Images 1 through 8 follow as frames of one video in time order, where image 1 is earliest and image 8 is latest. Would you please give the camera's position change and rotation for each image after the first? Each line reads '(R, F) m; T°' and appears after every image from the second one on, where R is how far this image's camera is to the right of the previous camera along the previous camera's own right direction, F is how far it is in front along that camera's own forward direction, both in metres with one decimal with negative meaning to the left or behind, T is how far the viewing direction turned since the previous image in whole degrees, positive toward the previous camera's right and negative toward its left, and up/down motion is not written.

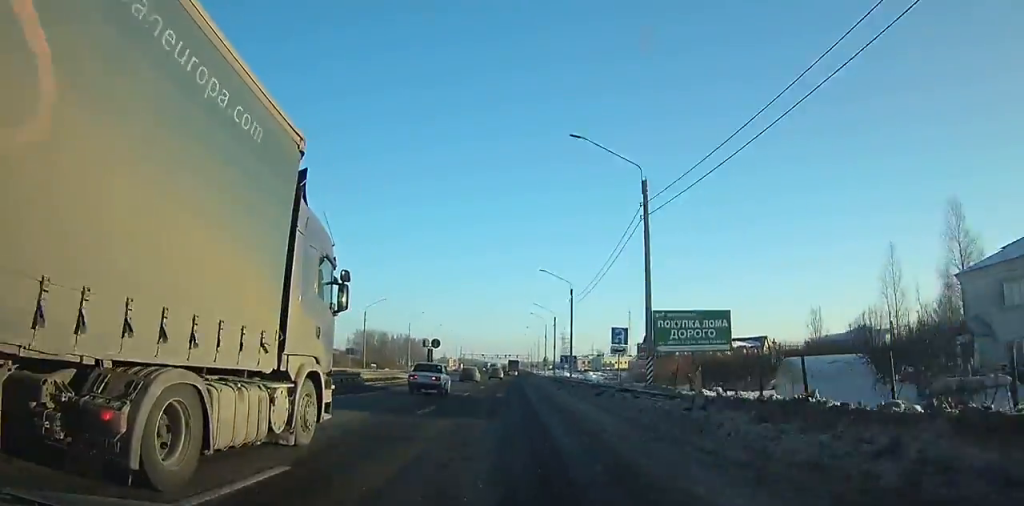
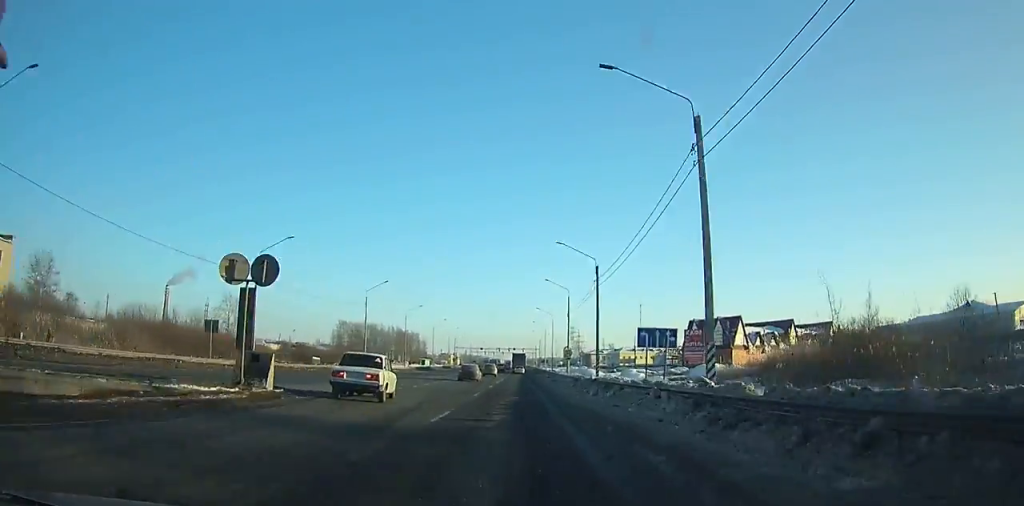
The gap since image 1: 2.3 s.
(0.0, +35.1) m; -1°
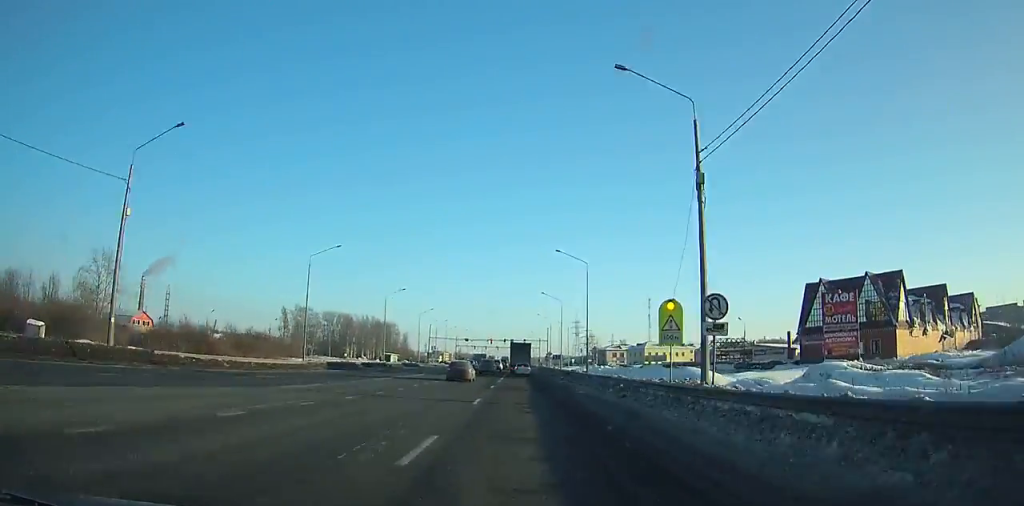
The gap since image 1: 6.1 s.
(-0.6, +47.2) m; -1°
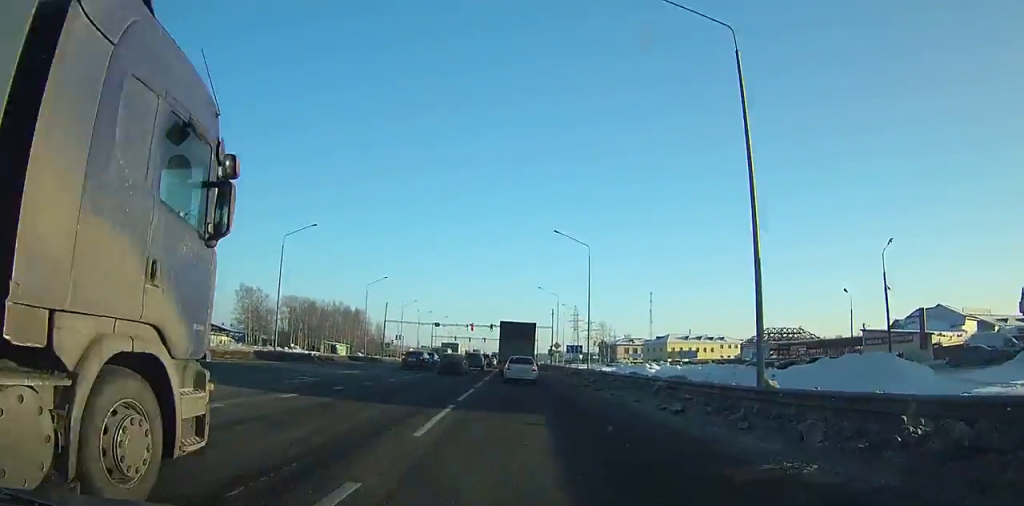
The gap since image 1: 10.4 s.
(+0.1, +38.9) m; +1°
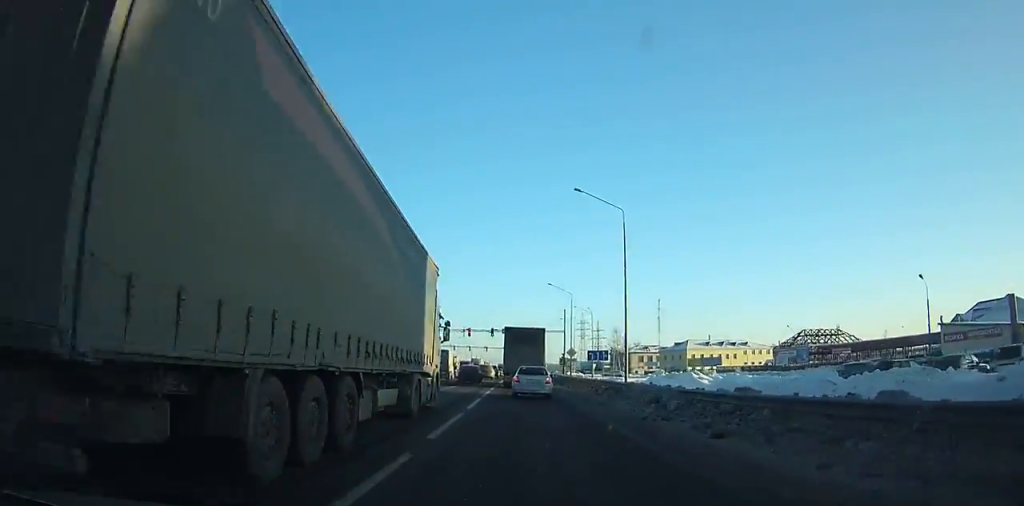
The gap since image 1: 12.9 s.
(+0.2, +17.0) m; +1°
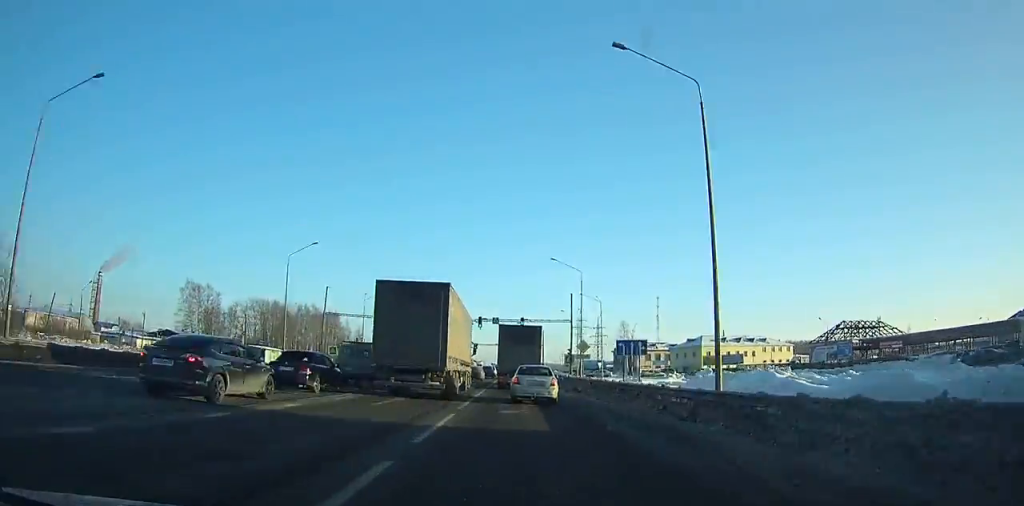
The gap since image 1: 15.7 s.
(+0.3, +18.0) m; +1°
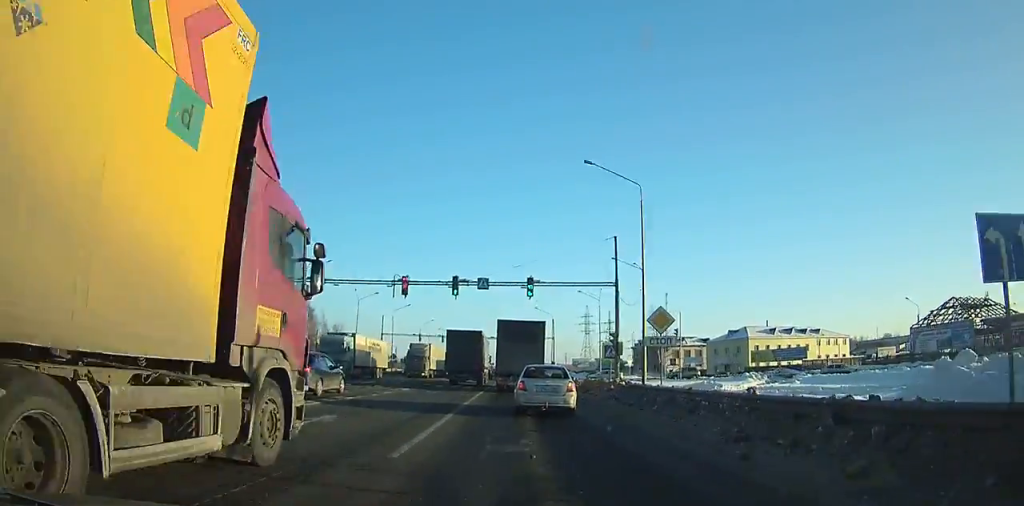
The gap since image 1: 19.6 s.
(+0.1, +26.4) m; +1°
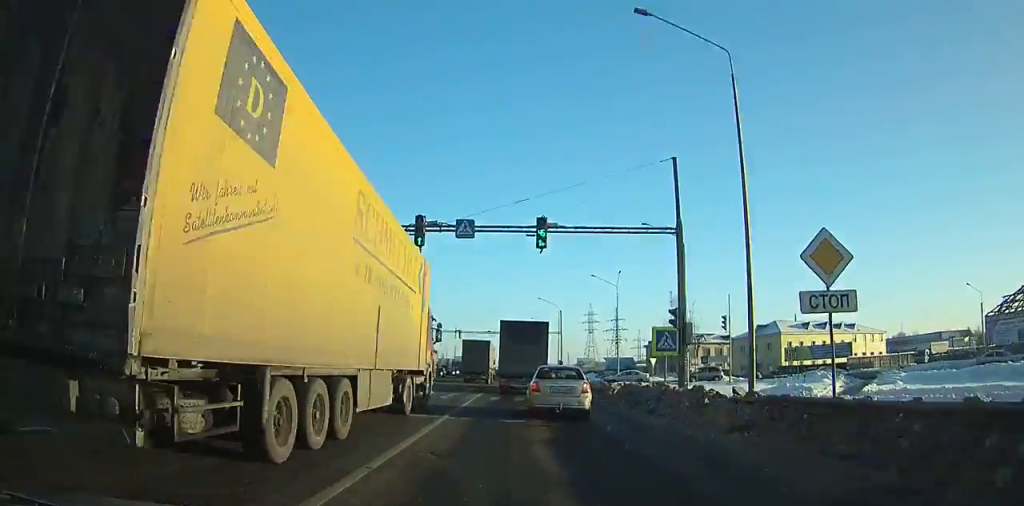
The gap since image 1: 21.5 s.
(+0.1, +15.1) m; 0°
